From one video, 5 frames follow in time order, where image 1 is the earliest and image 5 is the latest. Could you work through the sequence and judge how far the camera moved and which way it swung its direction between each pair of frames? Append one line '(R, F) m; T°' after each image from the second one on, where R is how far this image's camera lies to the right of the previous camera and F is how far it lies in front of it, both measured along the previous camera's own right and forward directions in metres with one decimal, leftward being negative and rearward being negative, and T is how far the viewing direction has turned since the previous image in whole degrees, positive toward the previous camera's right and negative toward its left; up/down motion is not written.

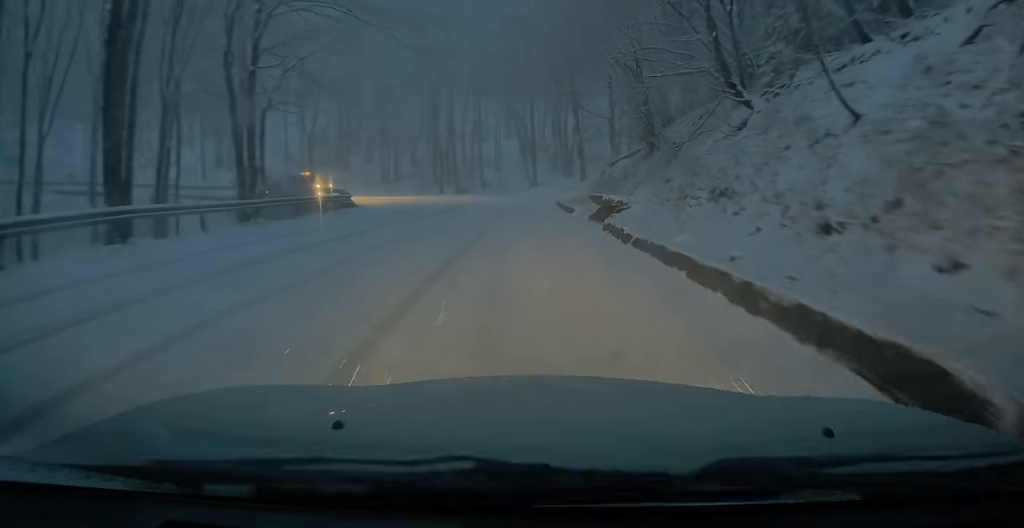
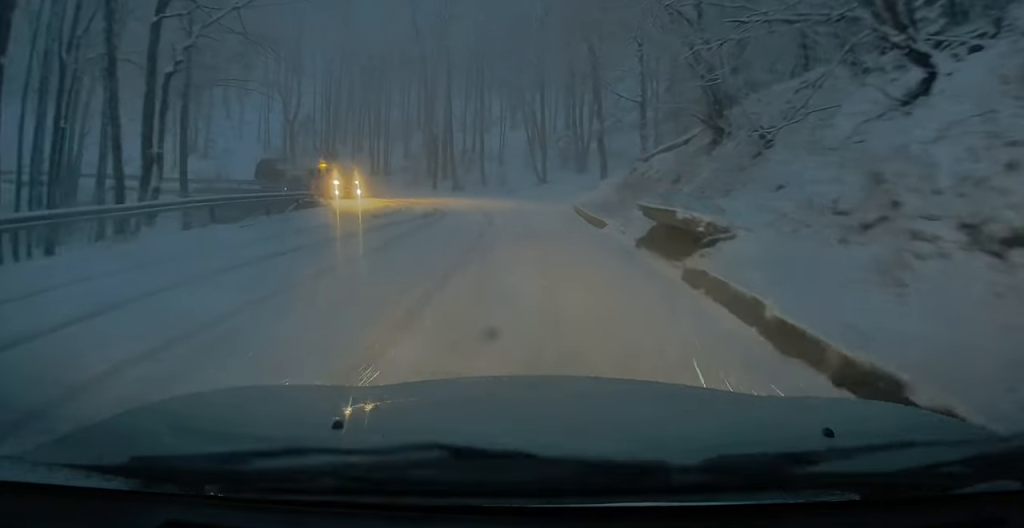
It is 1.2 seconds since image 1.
(+0.5, +6.7) m; +3°
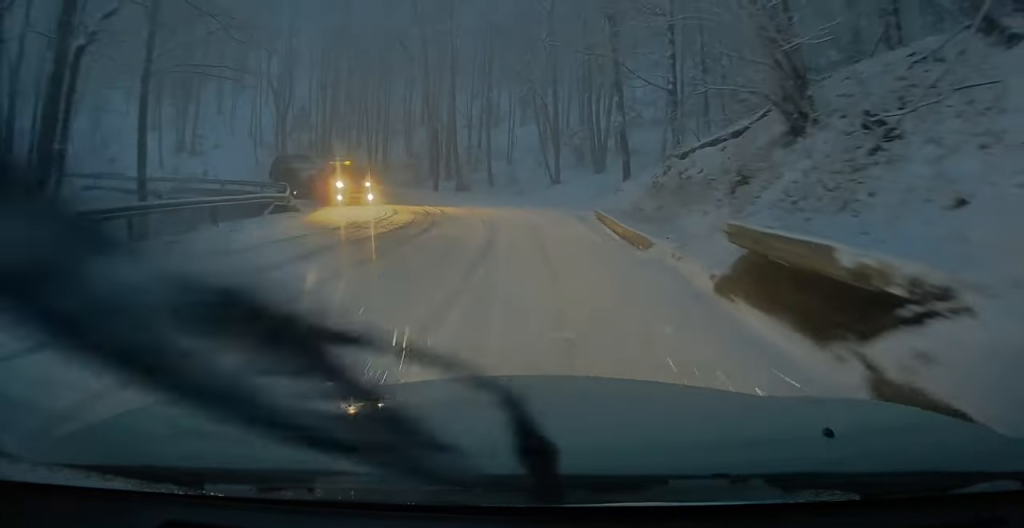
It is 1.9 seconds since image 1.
(0.0, +3.7) m; -2°
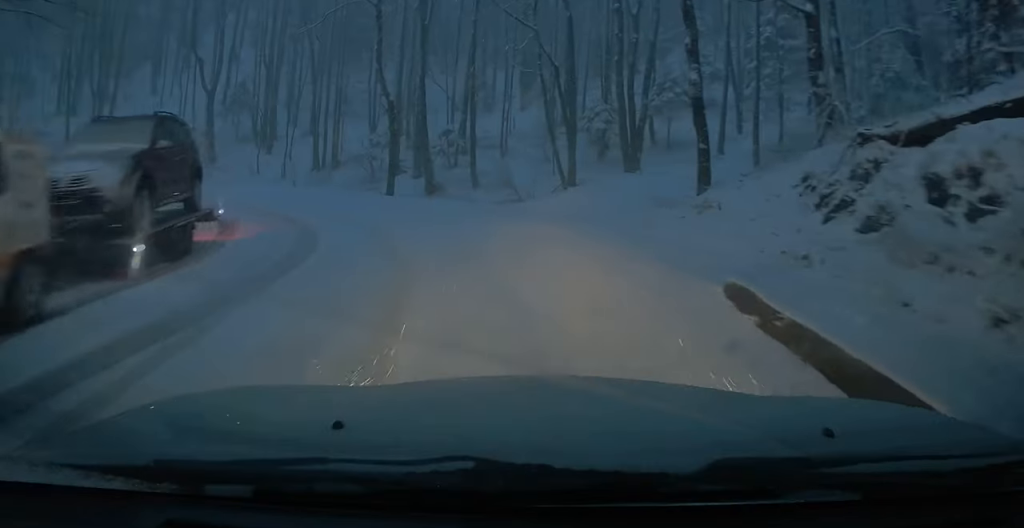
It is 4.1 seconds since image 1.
(-0.6, +8.8) m; -4°
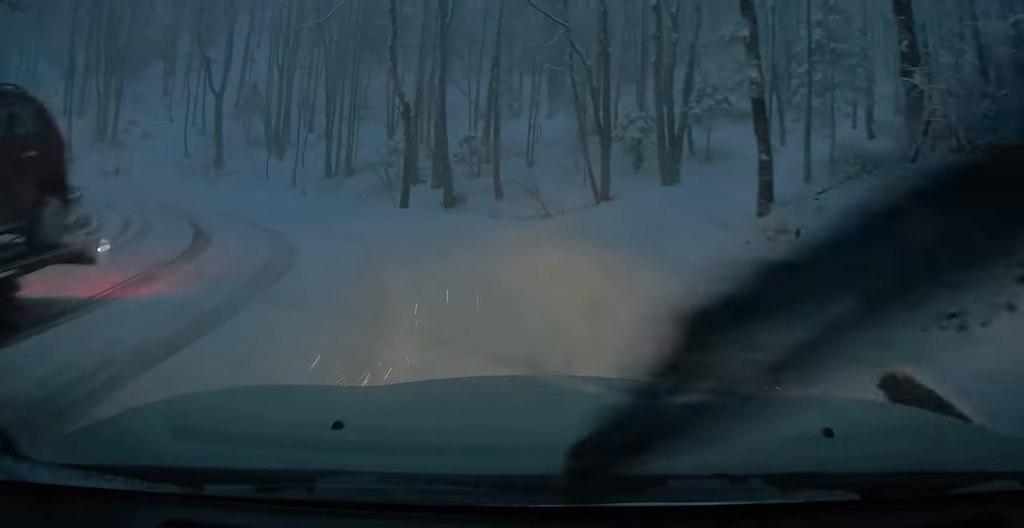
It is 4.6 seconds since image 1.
(+0.1, +1.5) m; +1°
